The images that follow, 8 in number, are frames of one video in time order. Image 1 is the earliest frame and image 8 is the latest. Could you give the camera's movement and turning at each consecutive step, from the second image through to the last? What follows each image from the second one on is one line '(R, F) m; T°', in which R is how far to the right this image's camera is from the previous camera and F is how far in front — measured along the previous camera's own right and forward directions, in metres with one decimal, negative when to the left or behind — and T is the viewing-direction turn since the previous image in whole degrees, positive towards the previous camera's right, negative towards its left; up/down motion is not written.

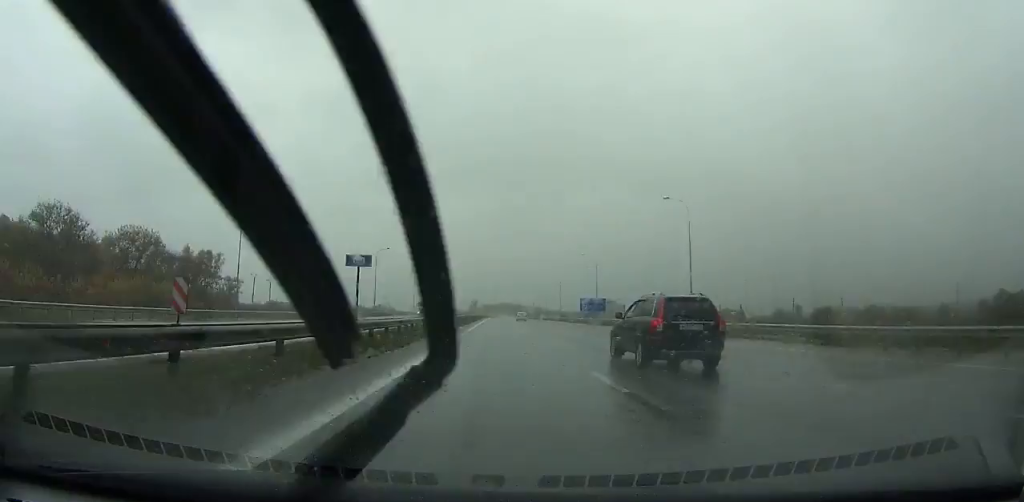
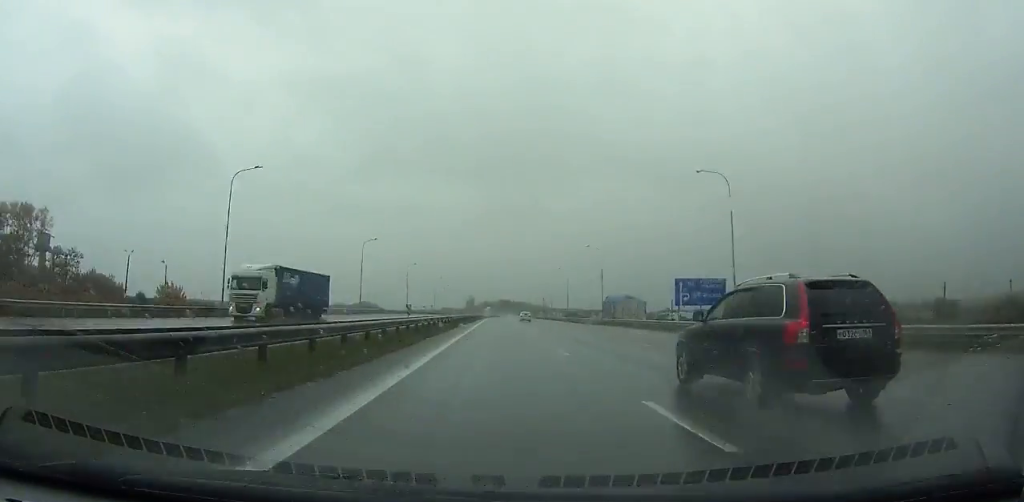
(+0.3, +60.3) m; 0°
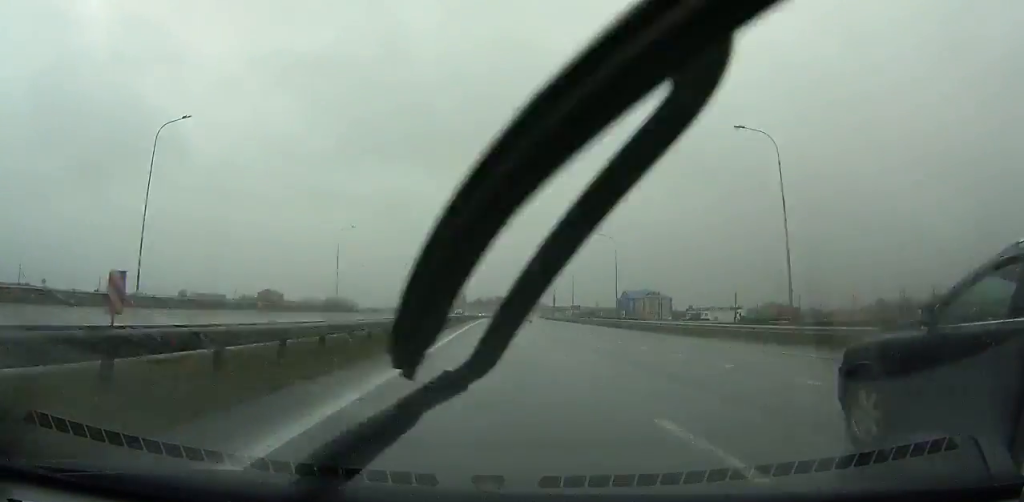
(+0.2, +59.9) m; 0°
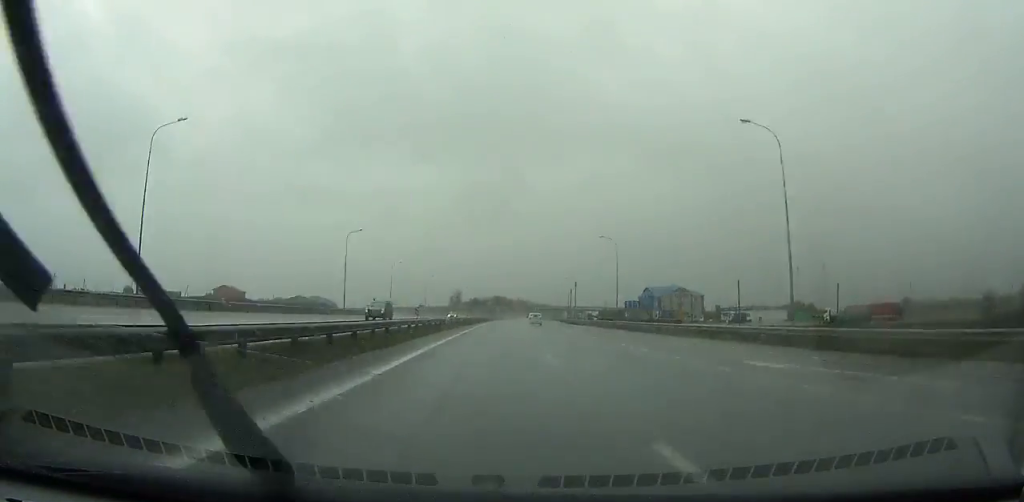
(0.0, +49.9) m; +1°
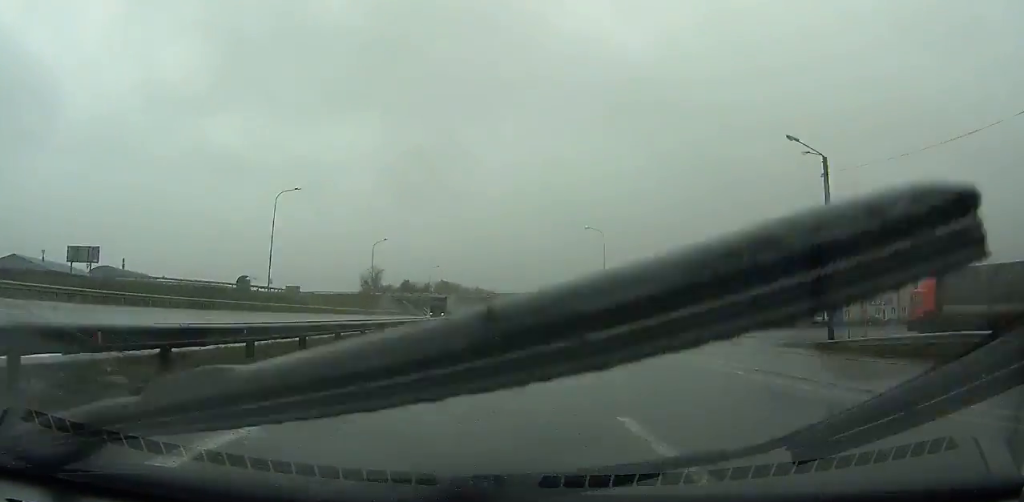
(+4.0, +149.9) m; +4°
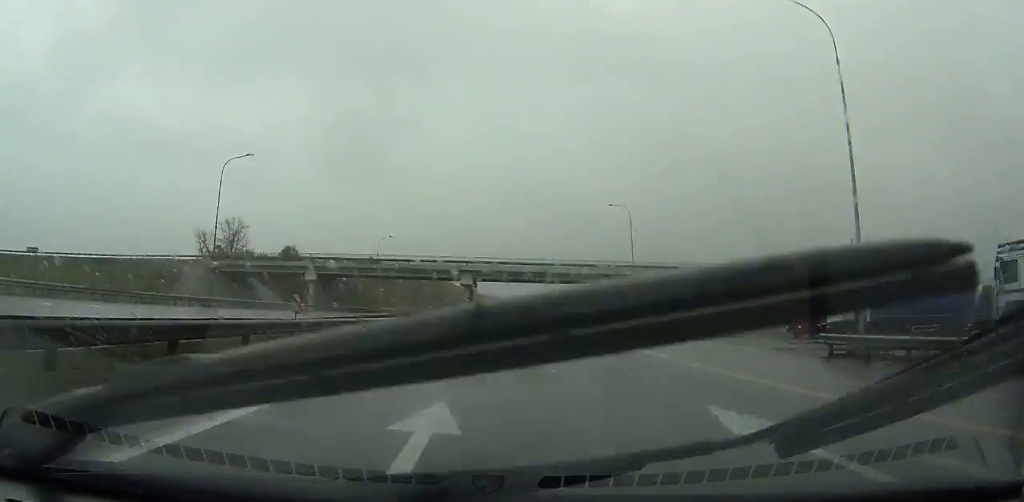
(+2.7, +98.2) m; +3°
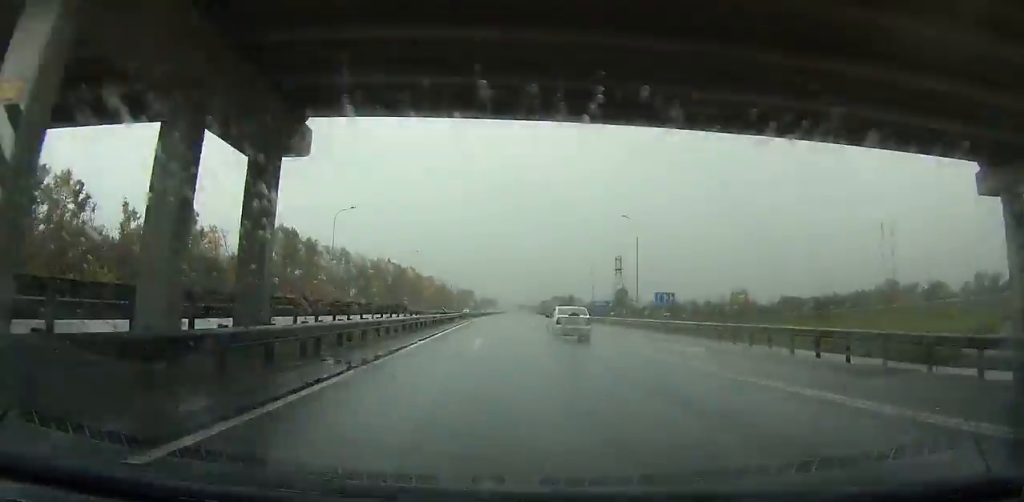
(+1.3, +72.4) m; +2°
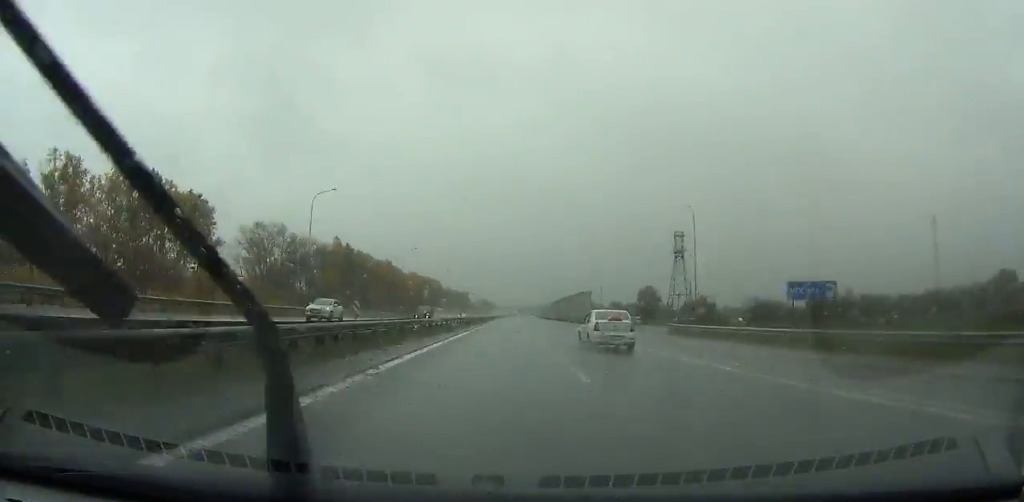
(+0.6, +61.1) m; +1°
